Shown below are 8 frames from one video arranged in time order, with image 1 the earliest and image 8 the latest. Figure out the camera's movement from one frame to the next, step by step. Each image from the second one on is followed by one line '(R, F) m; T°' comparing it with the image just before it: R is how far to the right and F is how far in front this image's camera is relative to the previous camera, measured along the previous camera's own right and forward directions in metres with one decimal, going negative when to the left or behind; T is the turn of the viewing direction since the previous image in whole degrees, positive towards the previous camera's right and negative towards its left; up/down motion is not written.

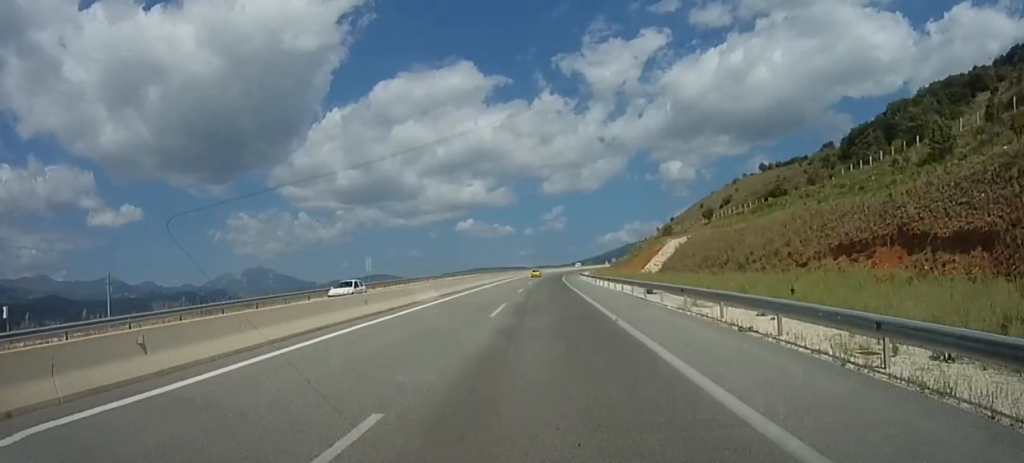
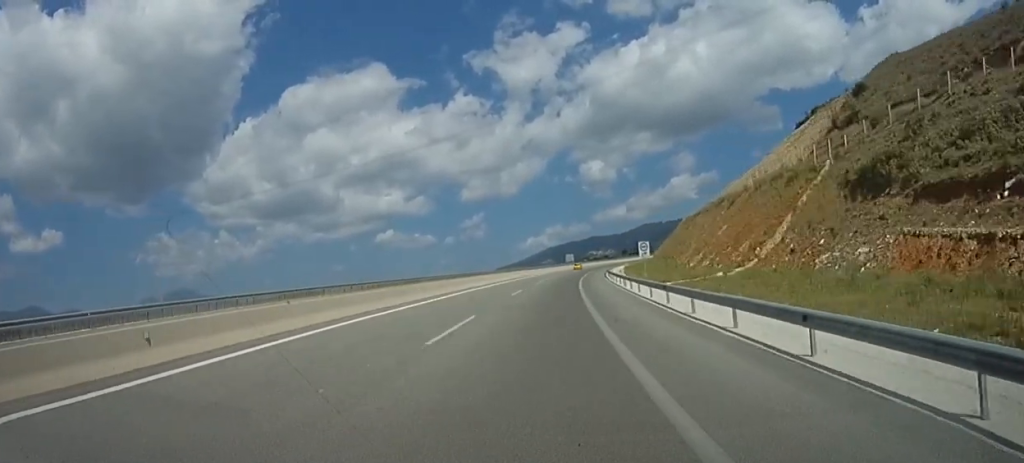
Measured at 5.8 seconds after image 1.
(+7.7, +170.1) m; +7°
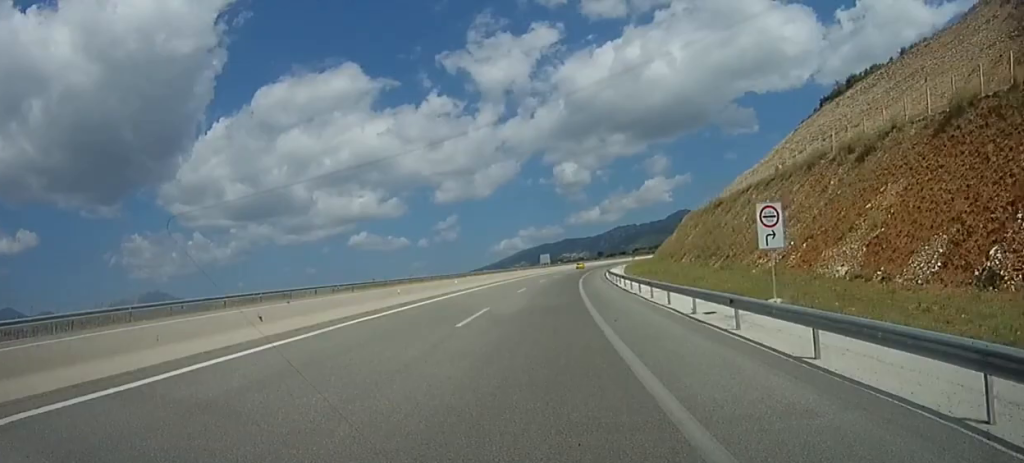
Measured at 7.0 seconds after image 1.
(+0.4, +32.2) m; +2°
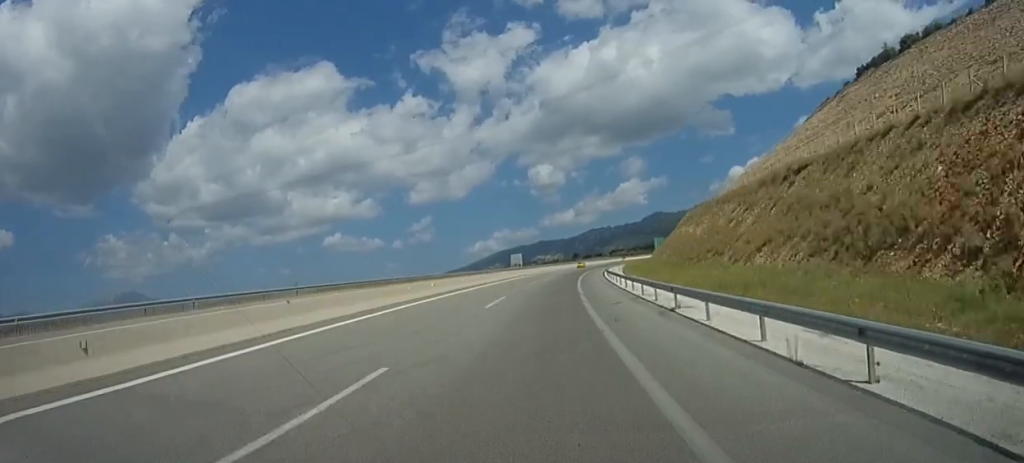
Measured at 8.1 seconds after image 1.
(+0.8, +29.2) m; +3°
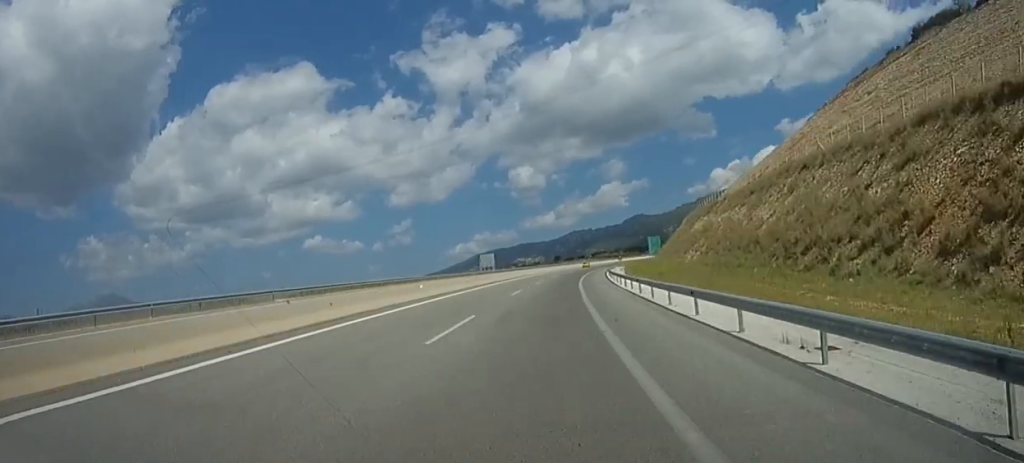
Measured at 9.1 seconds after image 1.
(-0.3, +26.9) m; +3°
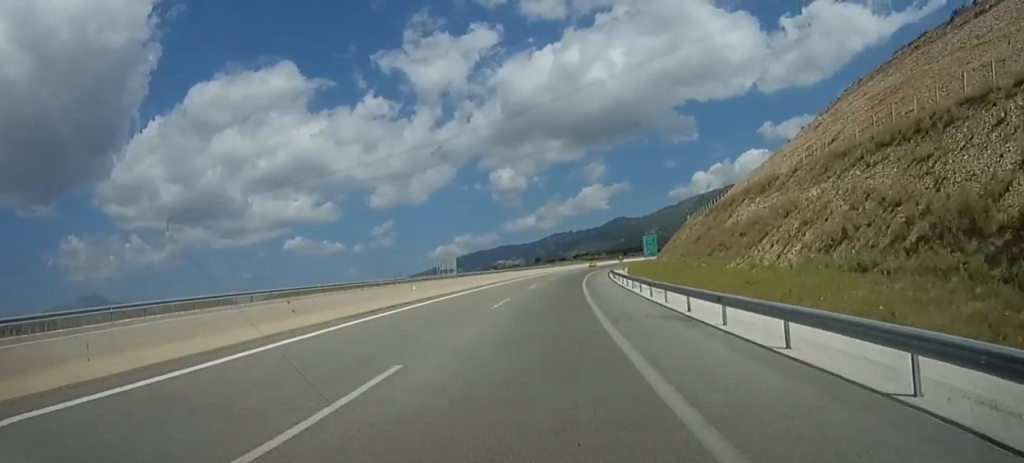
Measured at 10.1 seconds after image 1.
(+1.6, +26.3) m; +3°
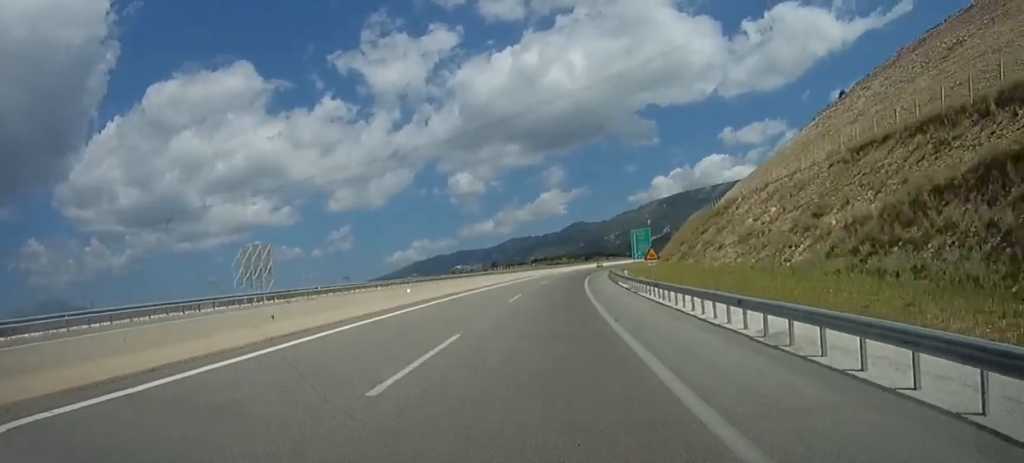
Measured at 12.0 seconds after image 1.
(+2.2, +50.3) m; +5°
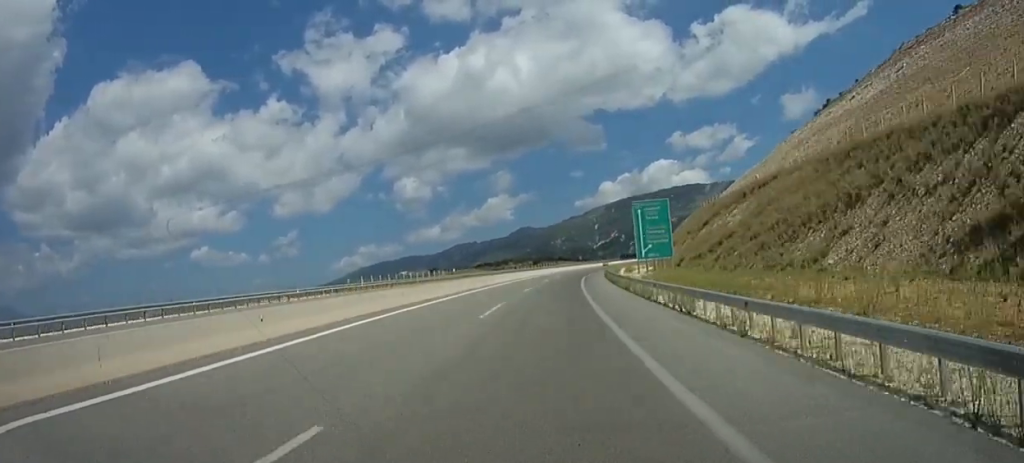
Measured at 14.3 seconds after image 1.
(+2.8, +61.0) m; +6°
